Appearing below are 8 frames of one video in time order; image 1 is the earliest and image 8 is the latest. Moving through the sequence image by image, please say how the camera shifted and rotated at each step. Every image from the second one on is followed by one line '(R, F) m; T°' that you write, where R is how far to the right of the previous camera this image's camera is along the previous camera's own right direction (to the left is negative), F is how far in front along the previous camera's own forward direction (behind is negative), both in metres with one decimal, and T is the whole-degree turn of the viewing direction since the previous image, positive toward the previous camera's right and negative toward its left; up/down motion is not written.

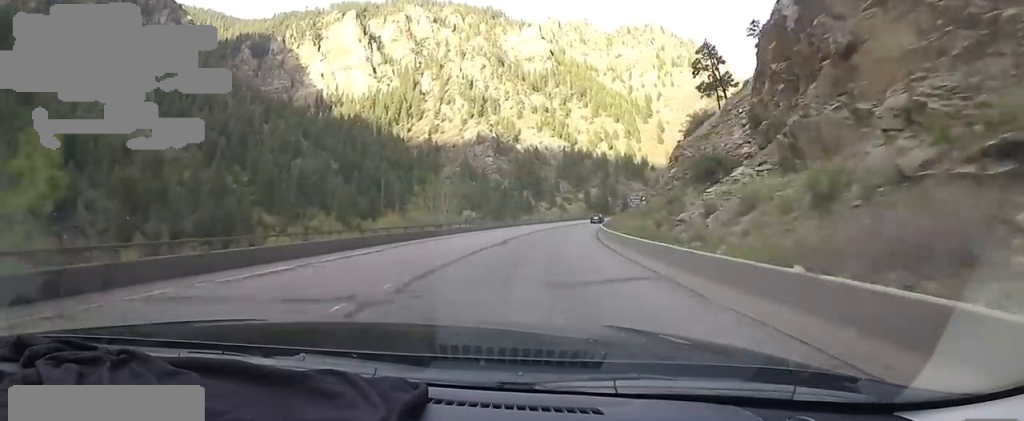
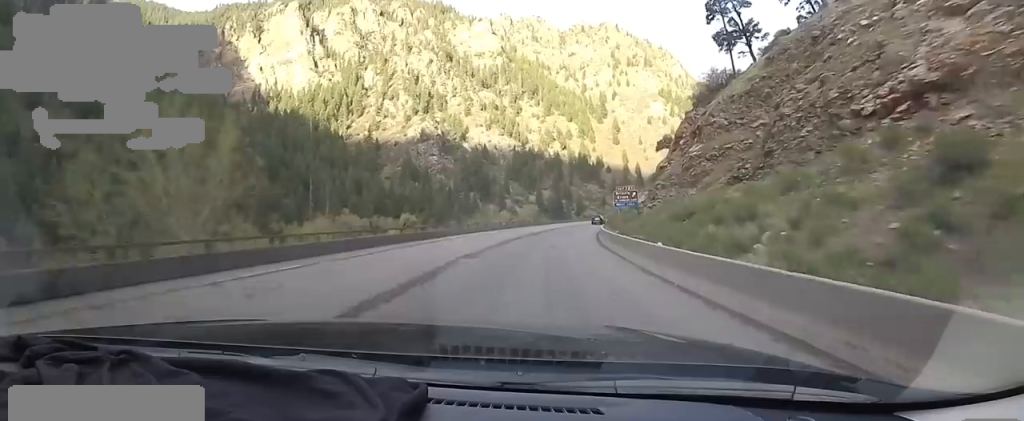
(+1.3, +27.9) m; +6°
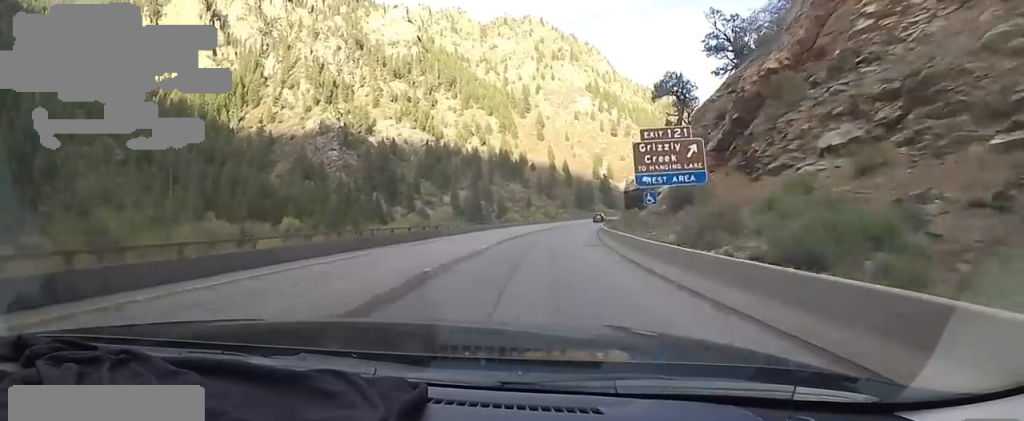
(+3.0, +42.3) m; +8°
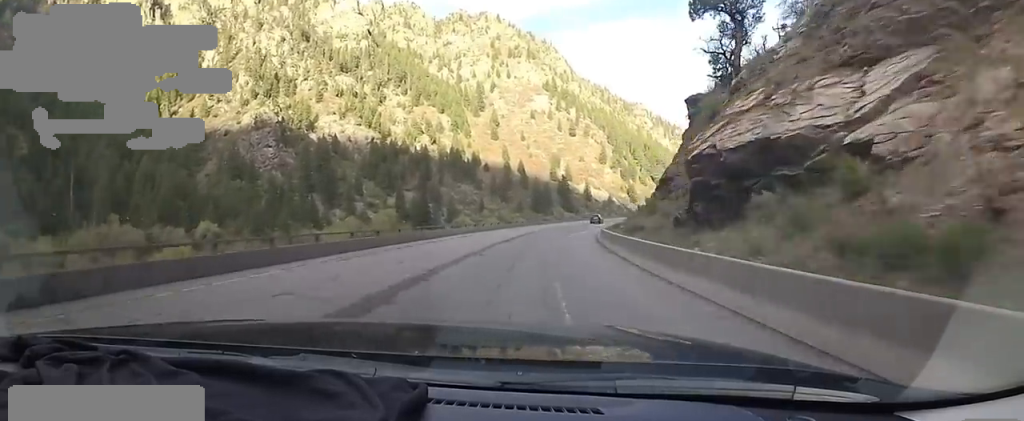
(+1.1, +22.8) m; +7°
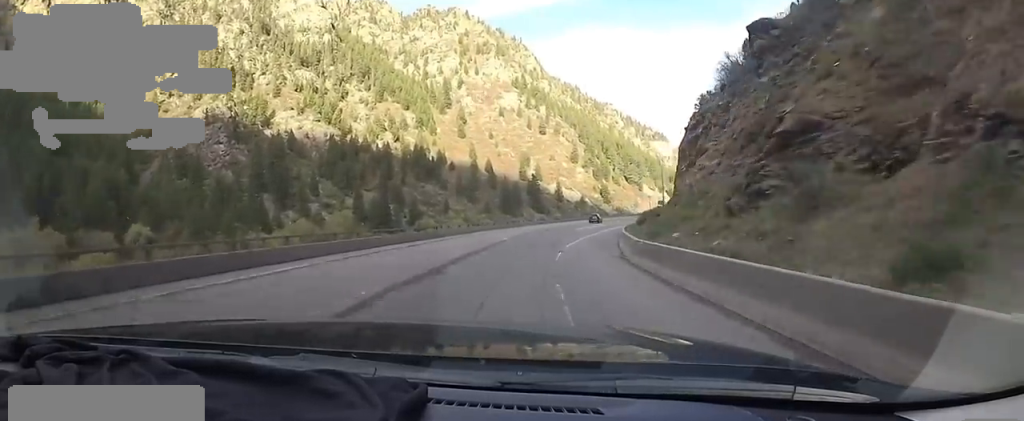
(+1.3, +16.3) m; +5°
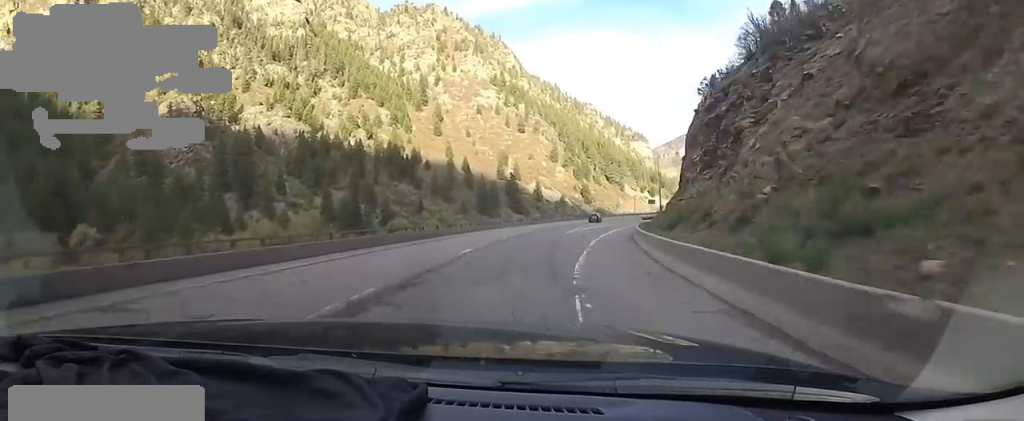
(0.0, +11.5) m; +2°
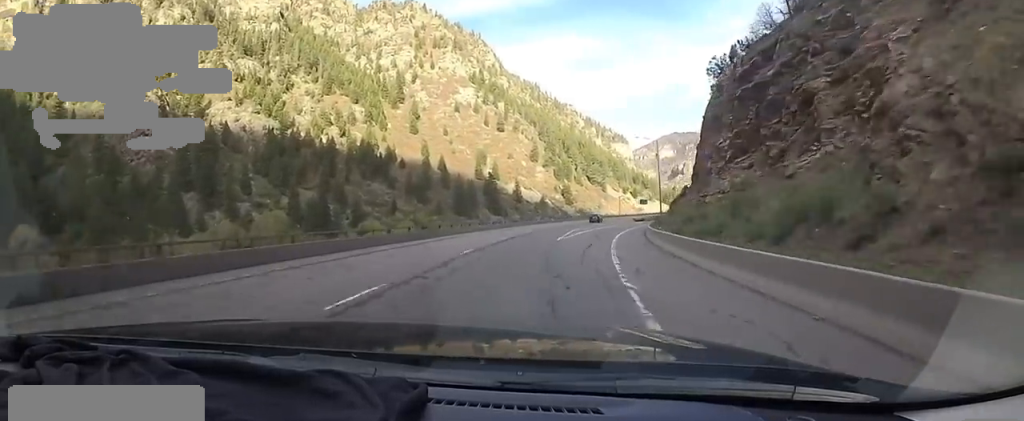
(-0.4, +11.5) m; +2°
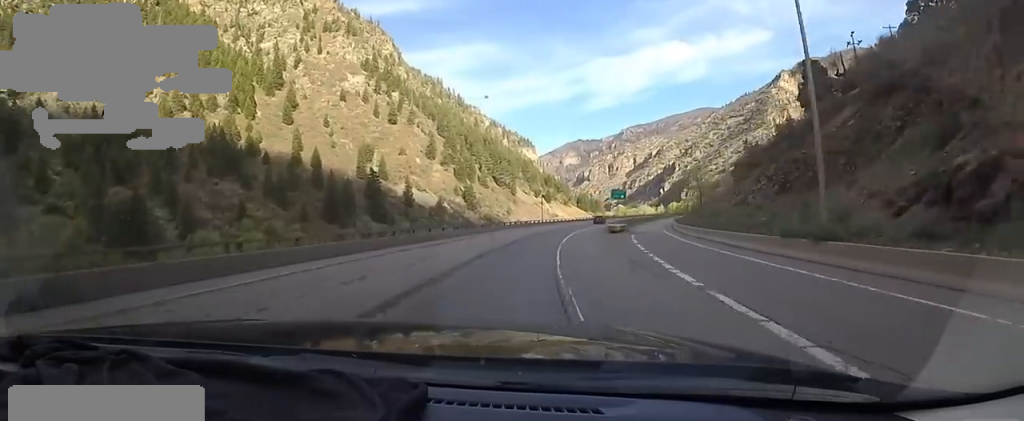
(+4.5, +53.2) m; +12°
